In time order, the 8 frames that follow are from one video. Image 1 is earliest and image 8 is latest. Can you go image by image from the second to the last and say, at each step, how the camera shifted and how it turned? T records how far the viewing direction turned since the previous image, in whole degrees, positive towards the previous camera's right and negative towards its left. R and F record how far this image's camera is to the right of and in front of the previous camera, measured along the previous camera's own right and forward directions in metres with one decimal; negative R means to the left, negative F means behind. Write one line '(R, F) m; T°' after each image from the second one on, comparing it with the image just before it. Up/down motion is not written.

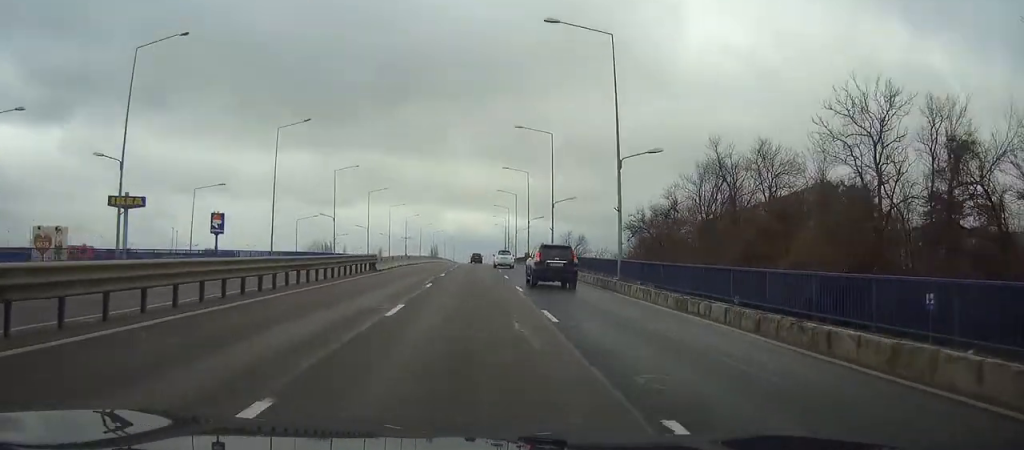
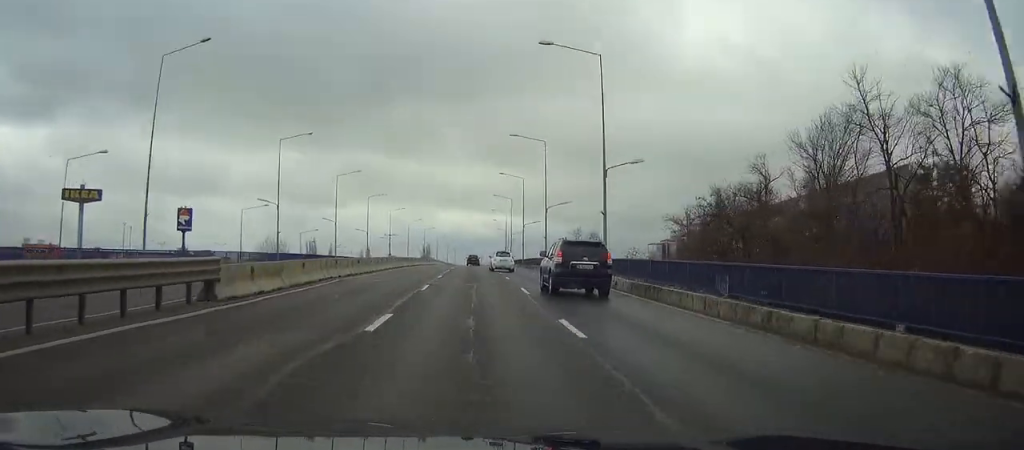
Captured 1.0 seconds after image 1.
(+0.1, +26.7) m; 0°
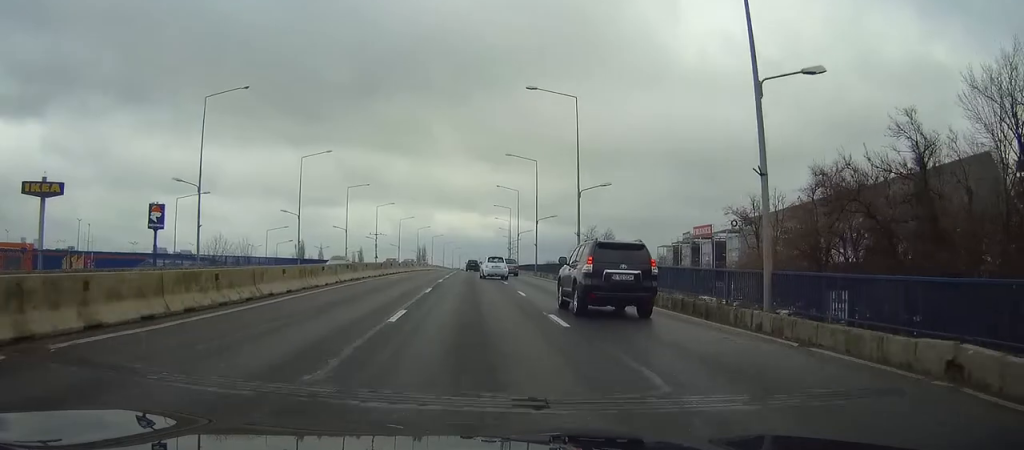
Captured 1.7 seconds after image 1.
(+0.1, +20.9) m; 0°
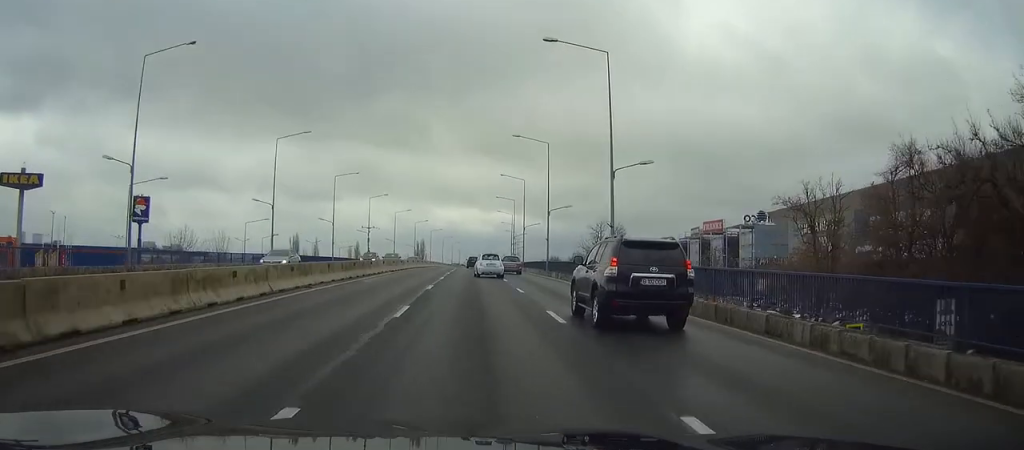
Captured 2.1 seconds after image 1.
(0.0, +10.9) m; 0°
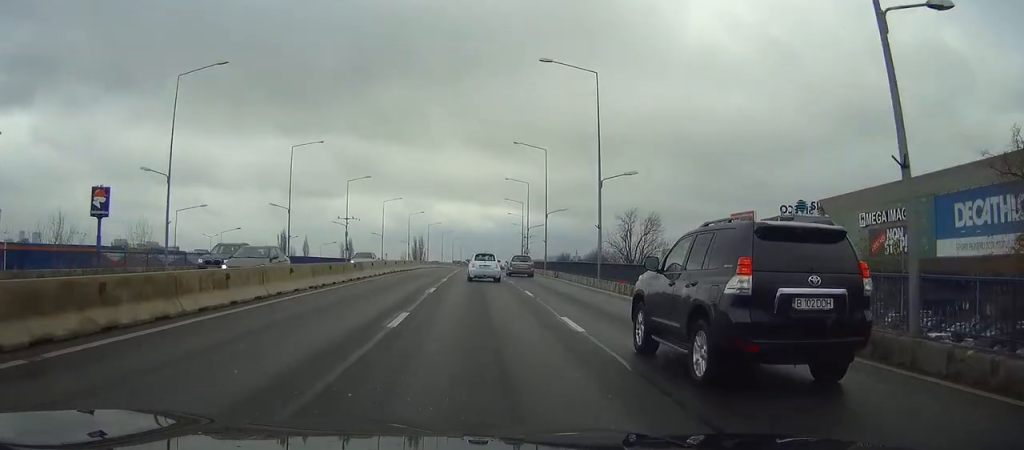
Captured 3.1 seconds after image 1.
(-0.1, +25.3) m; 0°
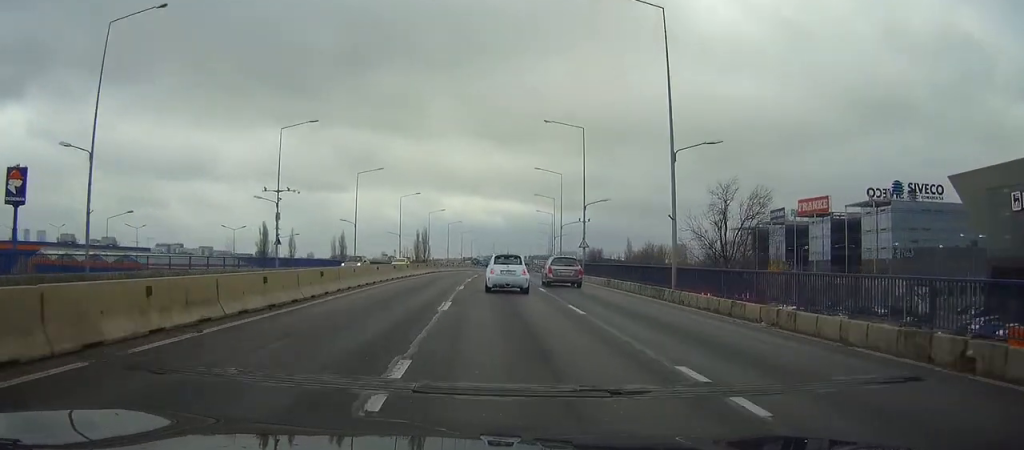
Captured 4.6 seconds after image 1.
(-0.1, +42.2) m; -1°
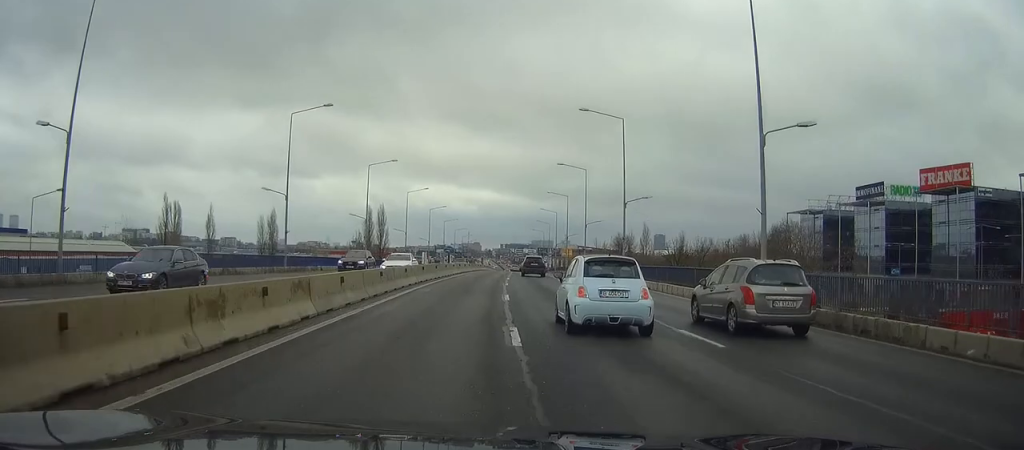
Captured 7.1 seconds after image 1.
(-0.2, +65.2) m; +1°
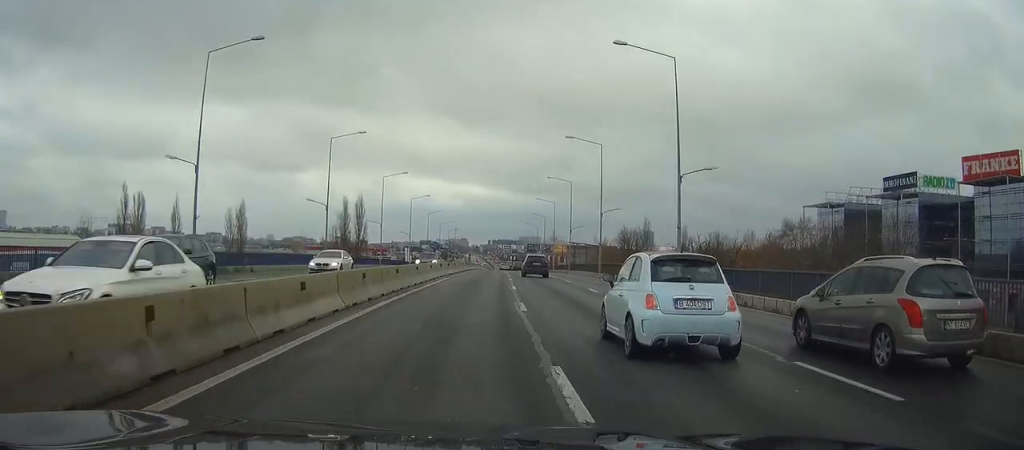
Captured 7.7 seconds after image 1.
(+0.2, +17.1) m; +1°
